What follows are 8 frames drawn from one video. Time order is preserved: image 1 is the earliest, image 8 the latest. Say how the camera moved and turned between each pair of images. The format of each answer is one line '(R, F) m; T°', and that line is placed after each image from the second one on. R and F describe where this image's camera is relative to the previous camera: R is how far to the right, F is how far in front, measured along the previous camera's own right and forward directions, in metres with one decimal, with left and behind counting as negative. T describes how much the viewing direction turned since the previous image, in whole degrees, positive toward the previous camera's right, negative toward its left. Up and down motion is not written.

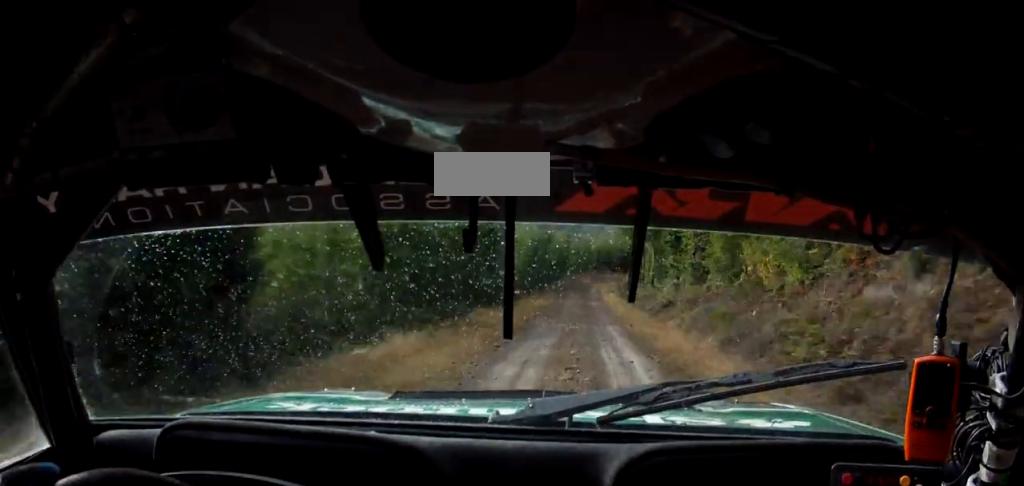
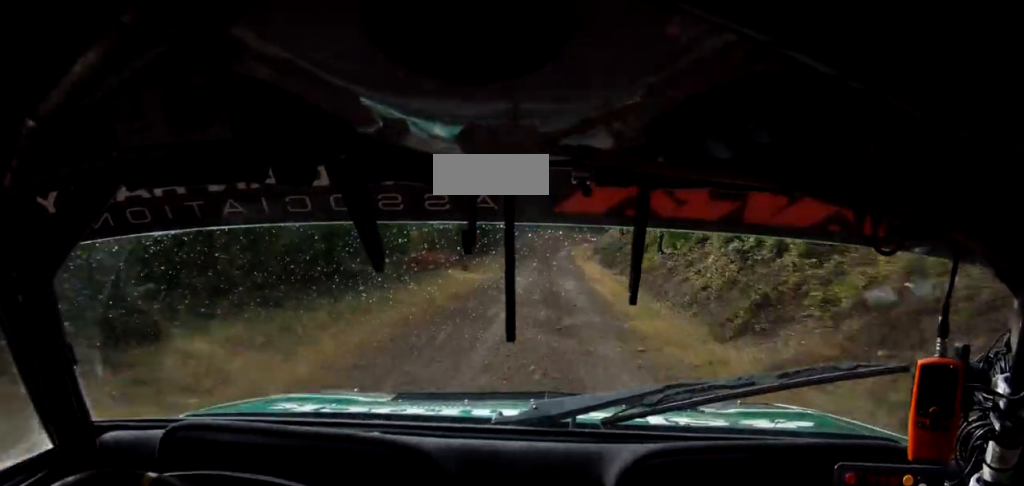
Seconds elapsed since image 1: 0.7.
(-0.1, +21.6) m; -1°
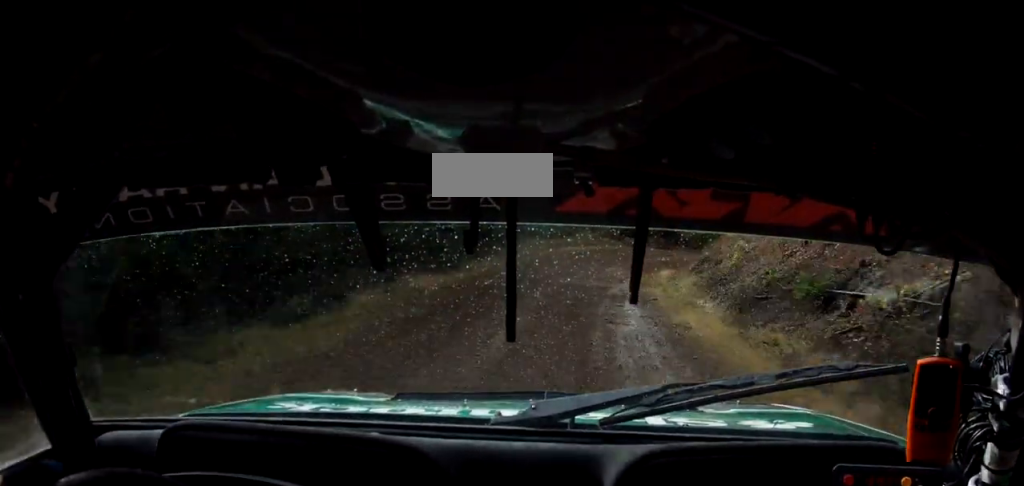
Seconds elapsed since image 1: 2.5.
(-0.4, +44.0) m; +1°
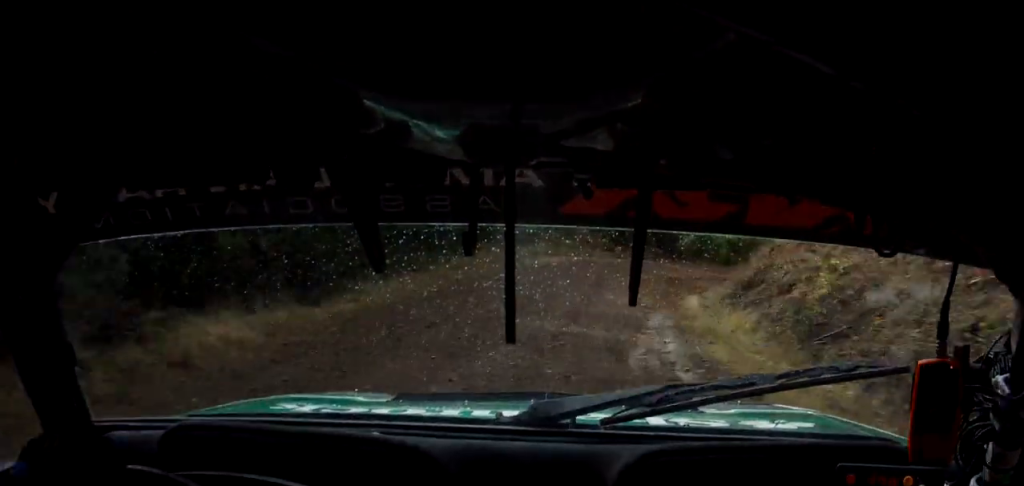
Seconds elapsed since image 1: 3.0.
(+0.1, +10.2) m; +3°
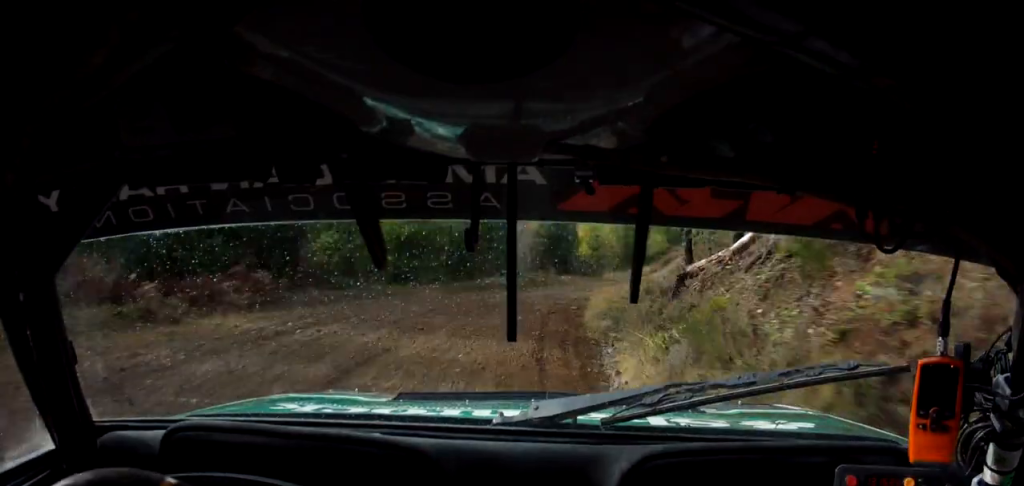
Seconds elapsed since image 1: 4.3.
(+2.0, +26.1) m; +17°
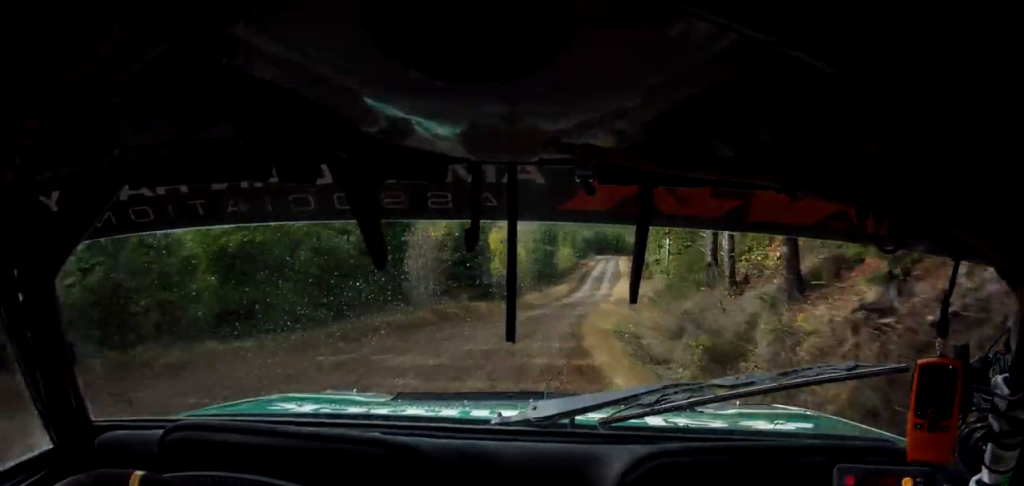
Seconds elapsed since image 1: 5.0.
(+1.8, +12.0) m; +10°
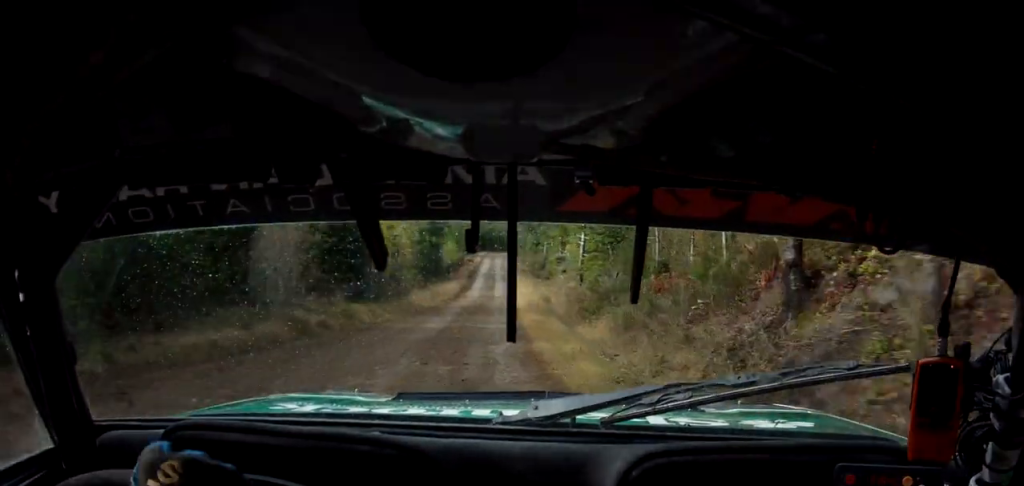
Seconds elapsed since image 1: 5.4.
(+0.2, +8.5) m; +7°
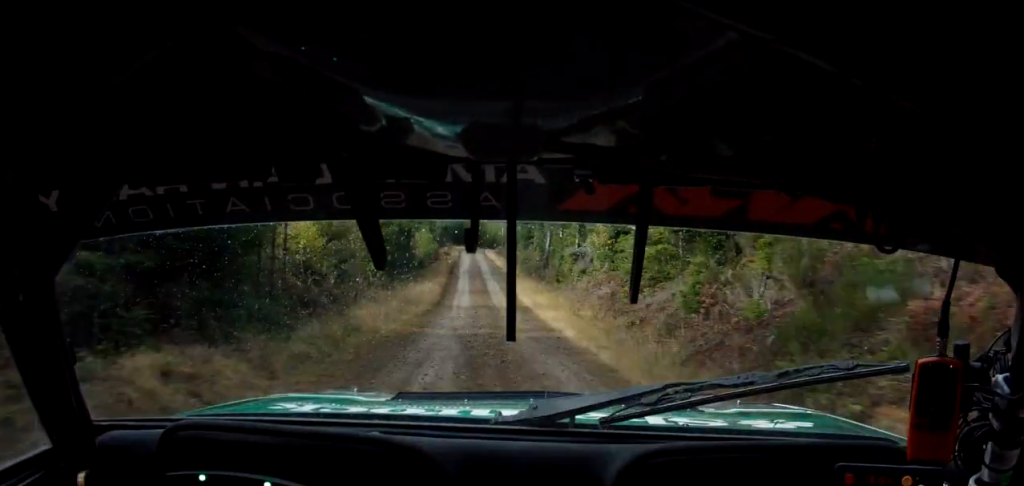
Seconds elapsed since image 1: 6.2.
(+1.6, +16.8) m; +4°
